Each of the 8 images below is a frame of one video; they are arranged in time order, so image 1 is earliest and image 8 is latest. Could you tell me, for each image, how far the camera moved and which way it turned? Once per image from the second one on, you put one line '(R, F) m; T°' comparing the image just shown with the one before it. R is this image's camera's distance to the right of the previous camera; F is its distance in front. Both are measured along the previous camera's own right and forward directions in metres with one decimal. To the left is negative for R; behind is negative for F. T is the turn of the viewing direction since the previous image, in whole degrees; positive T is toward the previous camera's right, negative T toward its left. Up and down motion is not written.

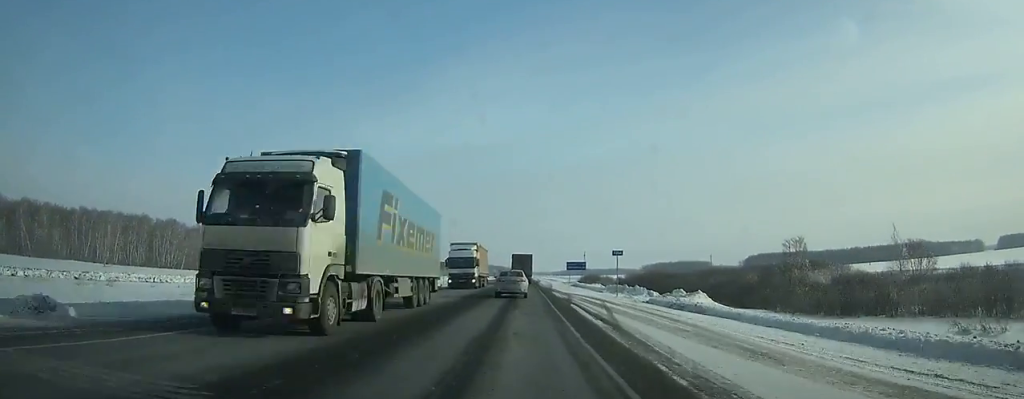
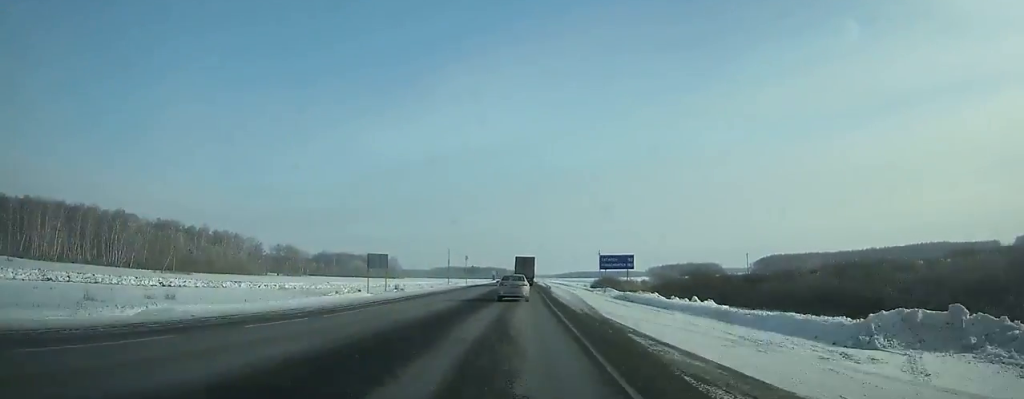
(0.0, +39.3) m; 0°
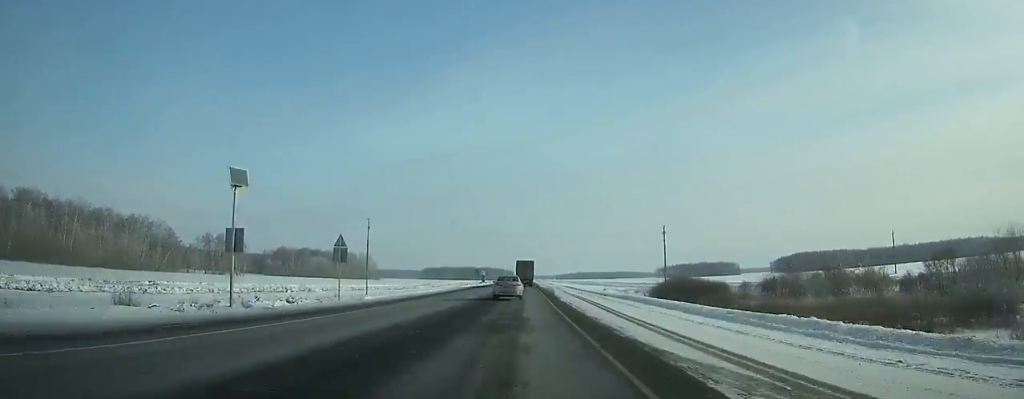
(+0.1, +88.3) m; 0°
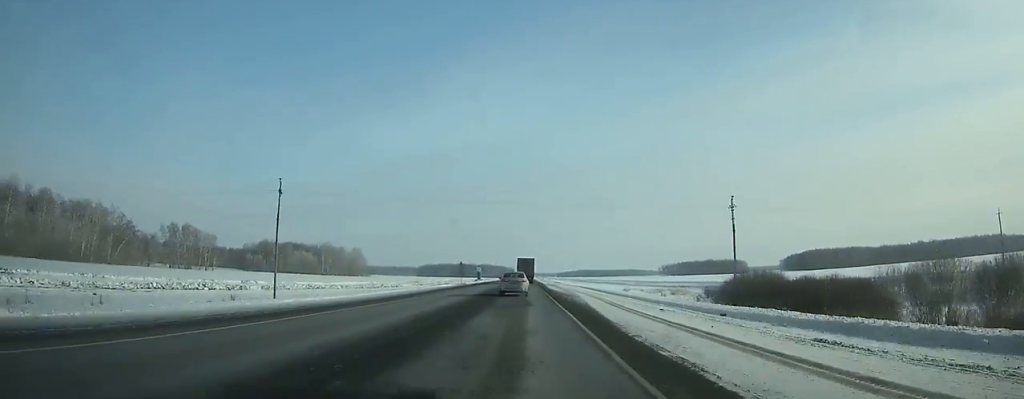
(0.0, +31.7) m; 0°
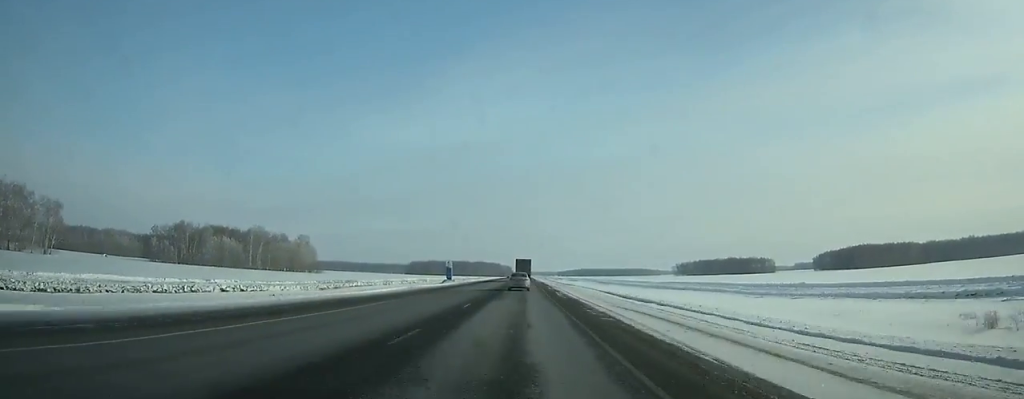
(-0.3, +105.4) m; 0°
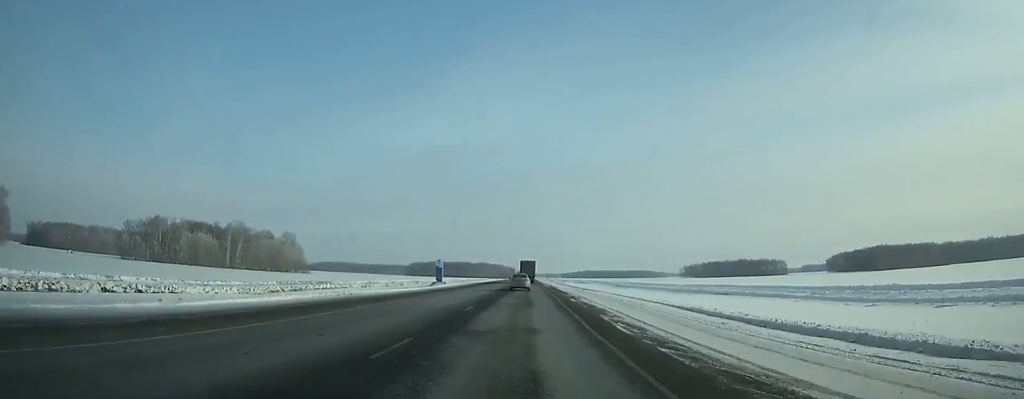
(-0.1, +26.2) m; 0°
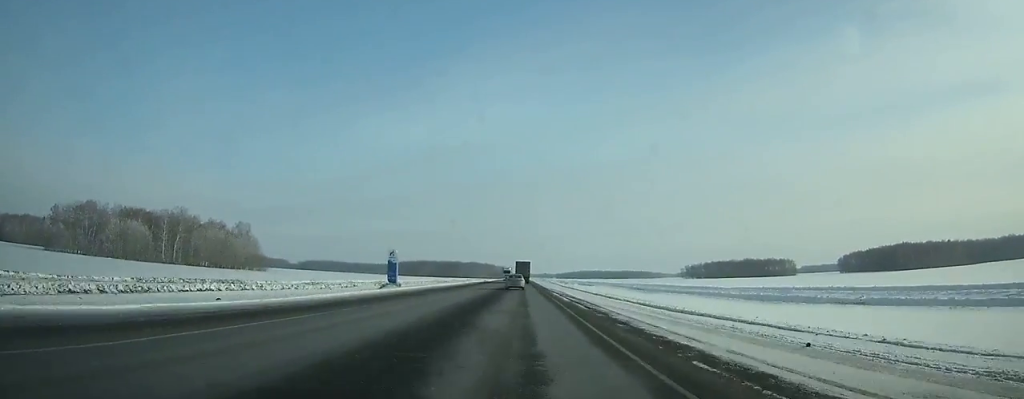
(+0.3, +46.6) m; 0°
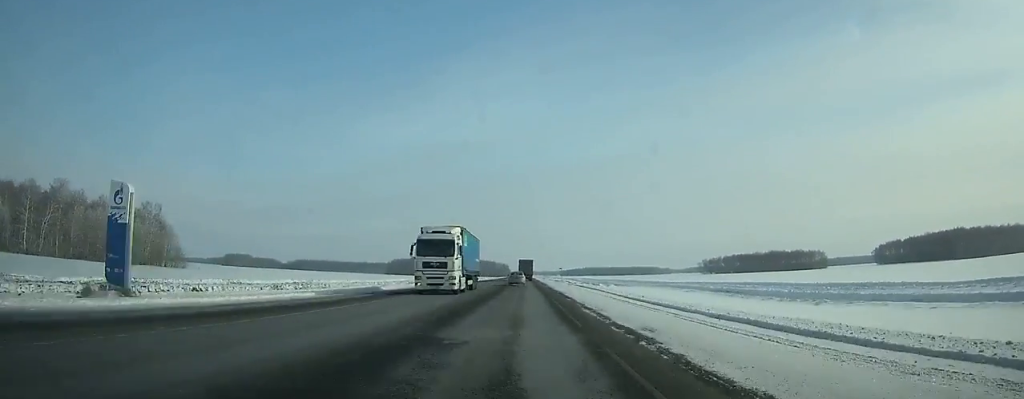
(-0.1, +72.1) m; 0°
